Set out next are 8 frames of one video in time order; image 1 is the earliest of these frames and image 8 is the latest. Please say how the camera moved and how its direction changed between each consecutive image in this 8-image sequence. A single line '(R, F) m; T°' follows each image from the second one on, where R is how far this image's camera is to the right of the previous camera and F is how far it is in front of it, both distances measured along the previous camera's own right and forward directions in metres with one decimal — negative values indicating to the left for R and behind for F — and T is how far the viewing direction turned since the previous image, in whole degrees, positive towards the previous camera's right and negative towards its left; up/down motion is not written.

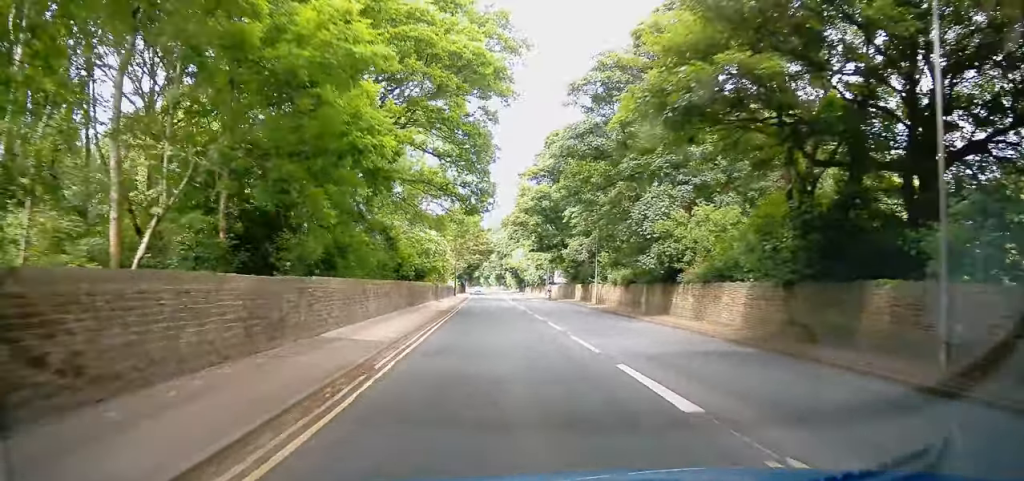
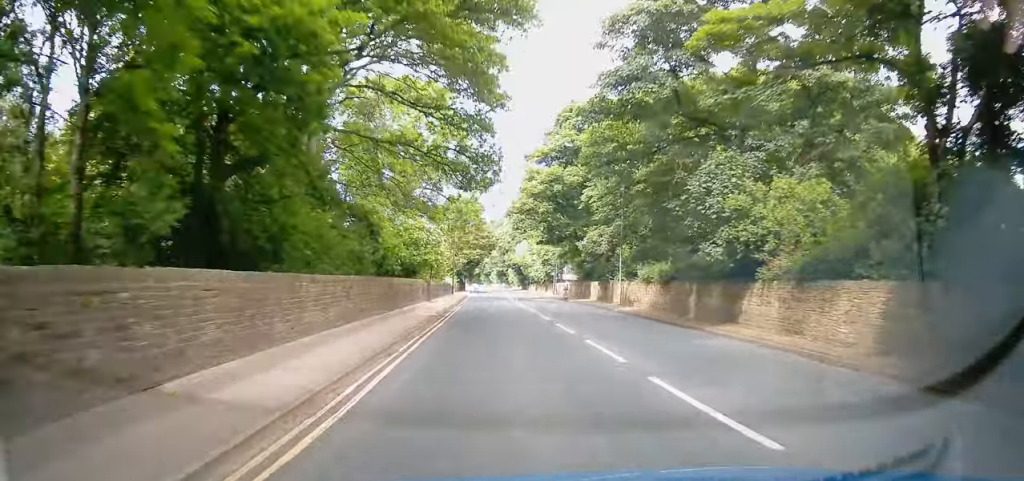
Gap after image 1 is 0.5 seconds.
(0.0, +8.0) m; 0°
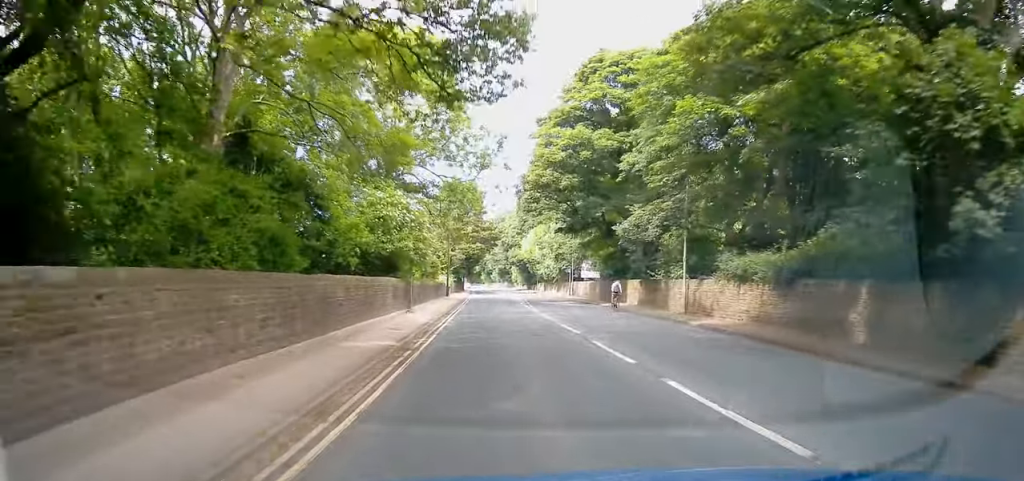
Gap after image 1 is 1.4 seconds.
(0.0, +12.2) m; 0°
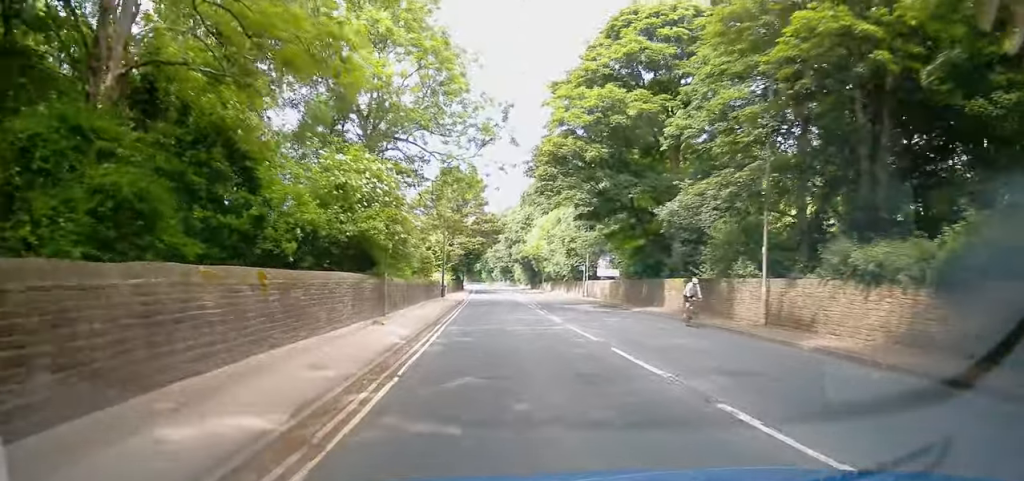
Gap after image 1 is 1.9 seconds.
(0.0, +8.0) m; 0°
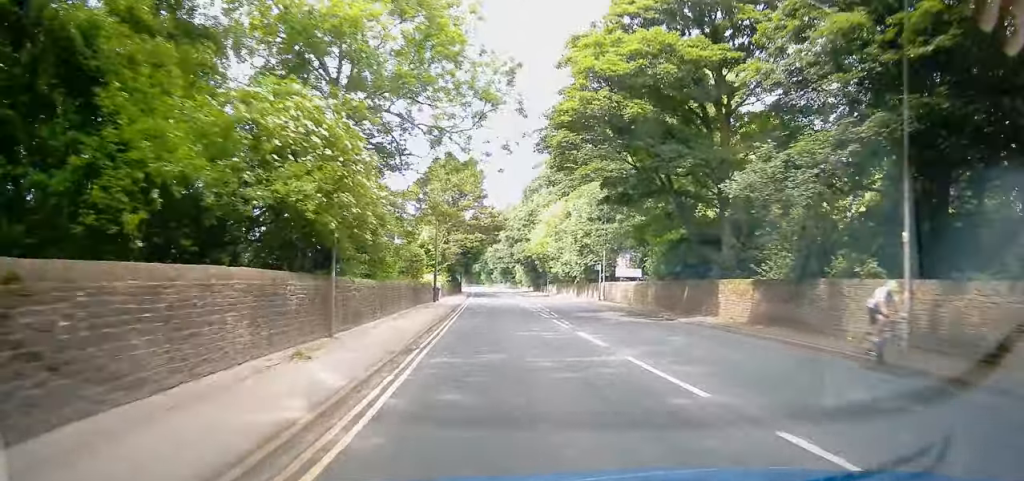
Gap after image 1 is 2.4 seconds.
(0.0, +7.5) m; 0°
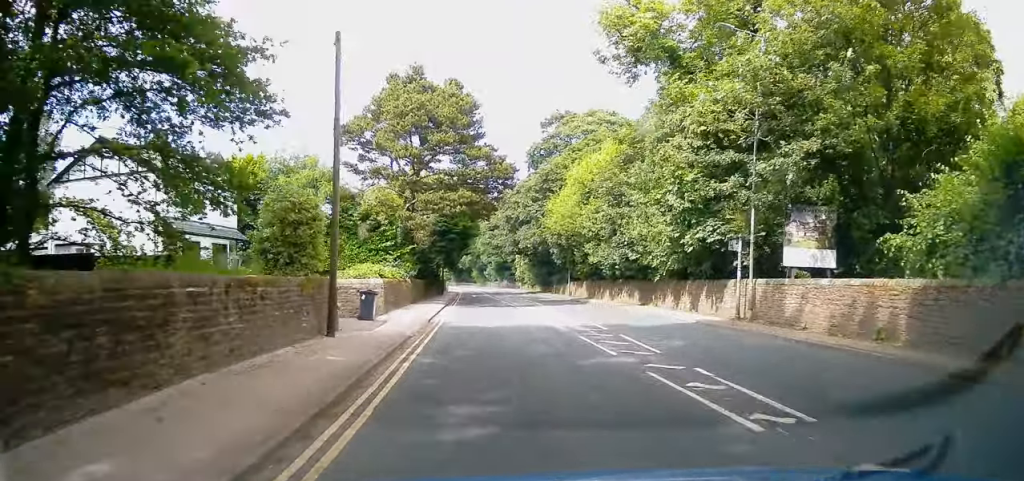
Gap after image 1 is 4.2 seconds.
(0.0, +26.4) m; +1°
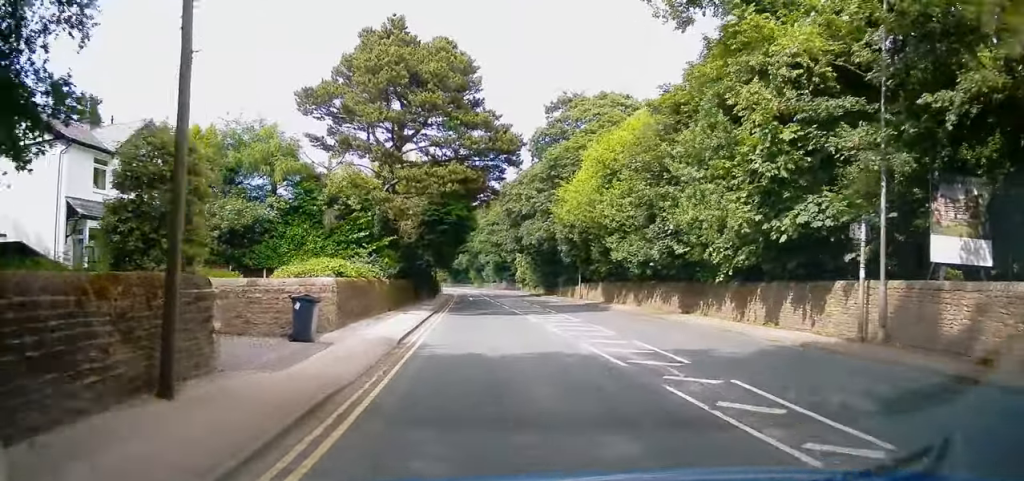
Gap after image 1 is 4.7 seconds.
(0.0, +7.4) m; 0°
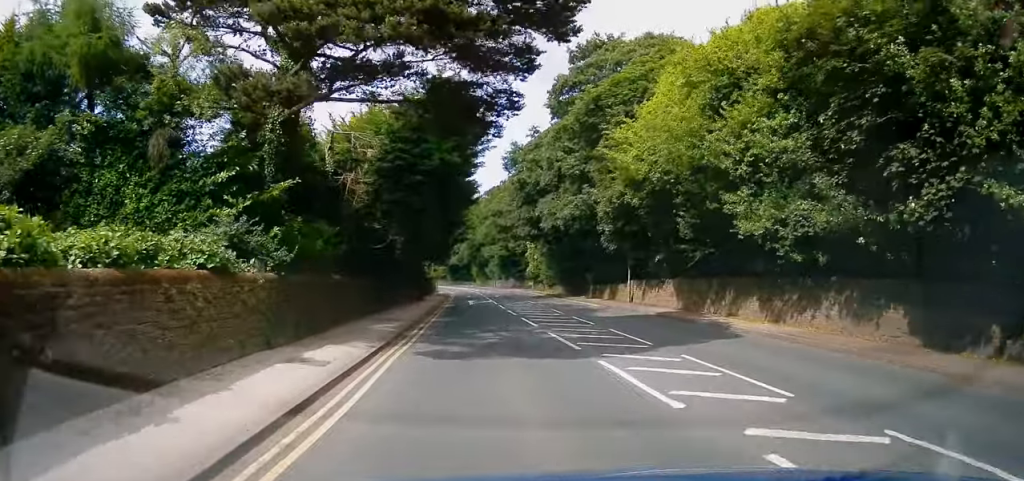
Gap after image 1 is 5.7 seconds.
(+0.2, +15.8) m; 0°
